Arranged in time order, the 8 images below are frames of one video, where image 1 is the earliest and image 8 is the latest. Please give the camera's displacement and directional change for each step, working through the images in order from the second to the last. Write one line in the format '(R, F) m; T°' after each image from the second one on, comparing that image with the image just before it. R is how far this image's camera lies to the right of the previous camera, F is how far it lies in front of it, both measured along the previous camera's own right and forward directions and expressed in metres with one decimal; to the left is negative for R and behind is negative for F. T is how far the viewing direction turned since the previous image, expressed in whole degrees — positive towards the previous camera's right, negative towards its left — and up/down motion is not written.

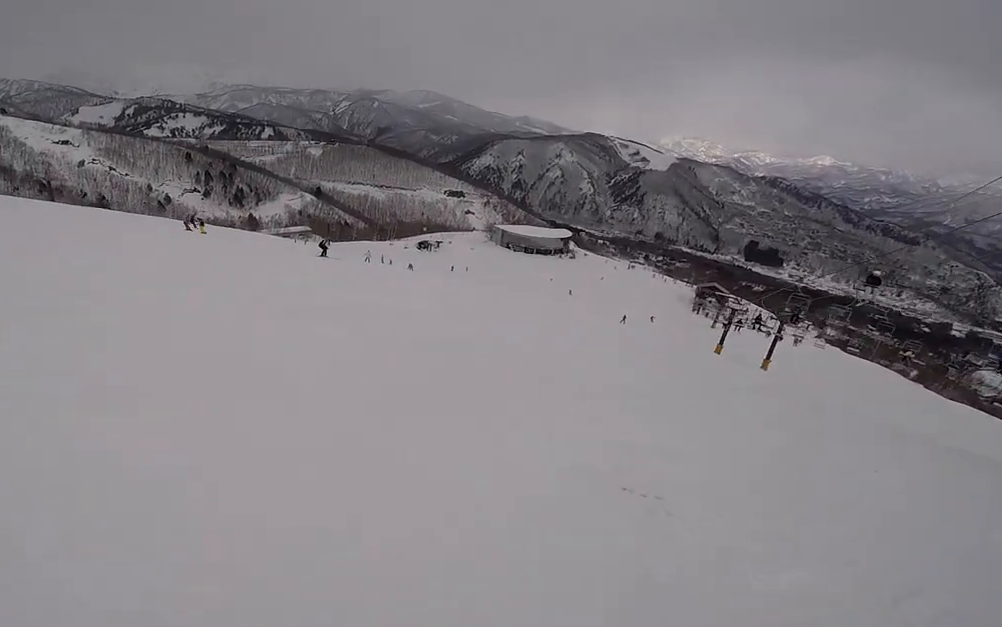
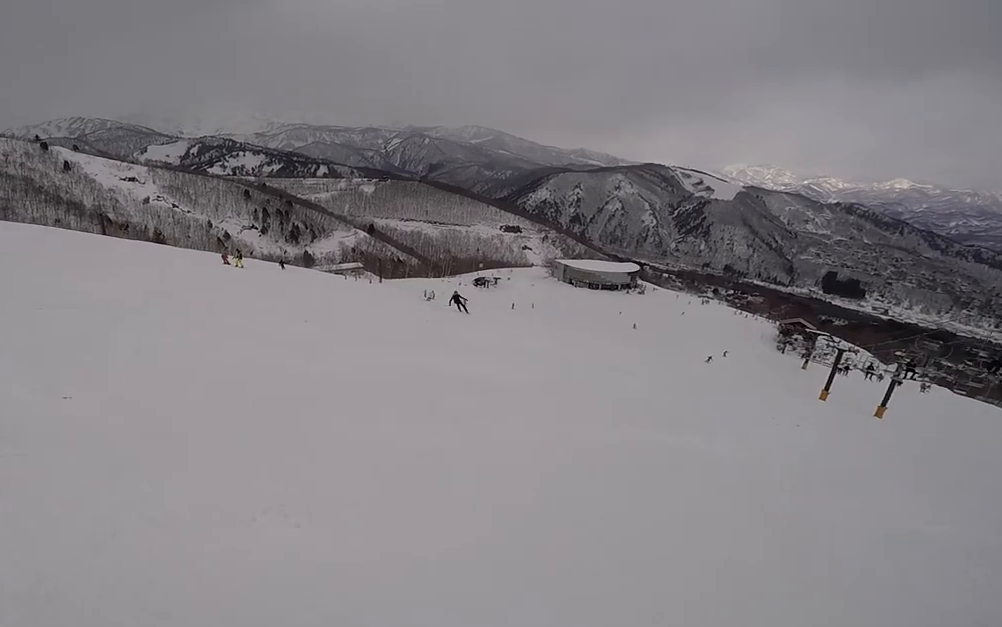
(-1.3, +4.1) m; -17°
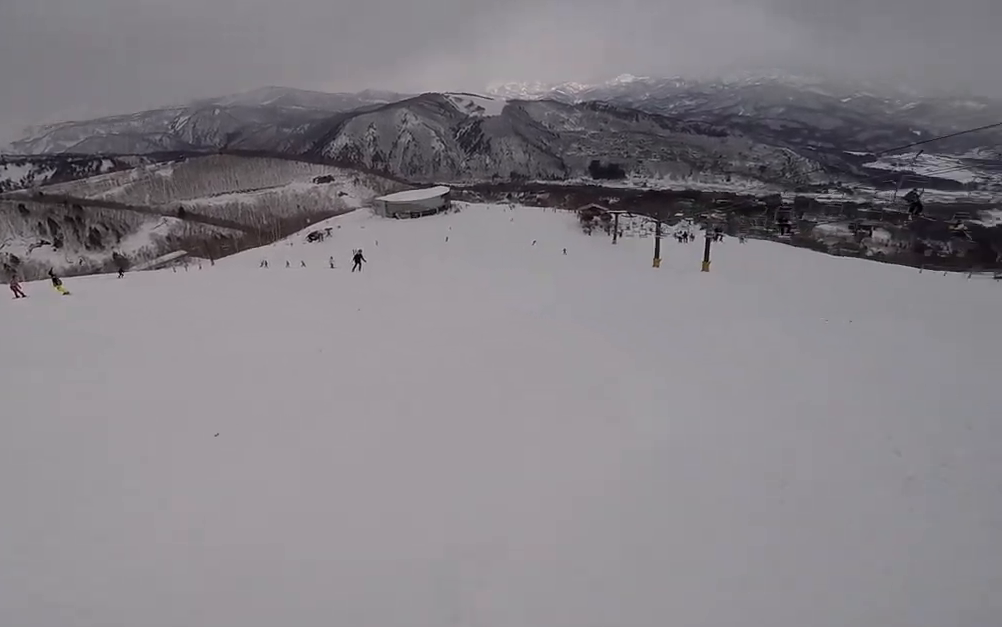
(+0.1, +5.5) m; +14°
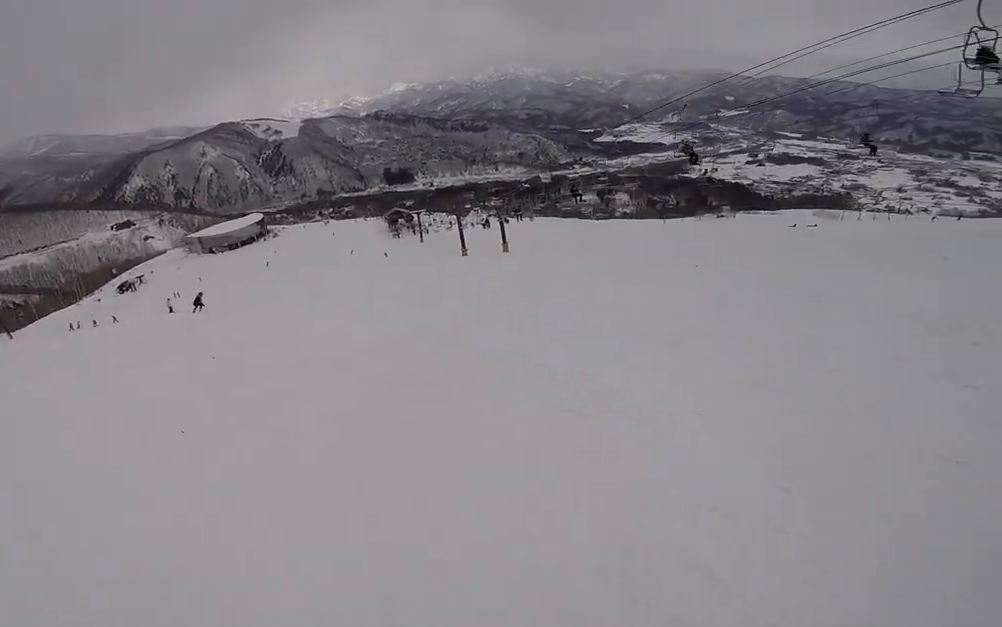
(-0.2, +1.6) m; +12°
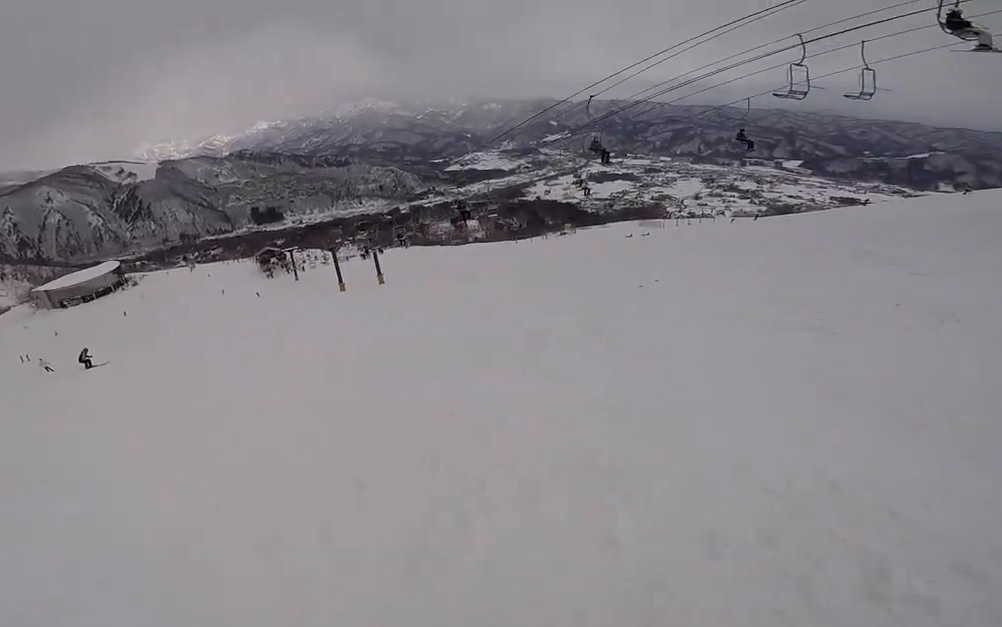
(+0.8, +2.8) m; +26°
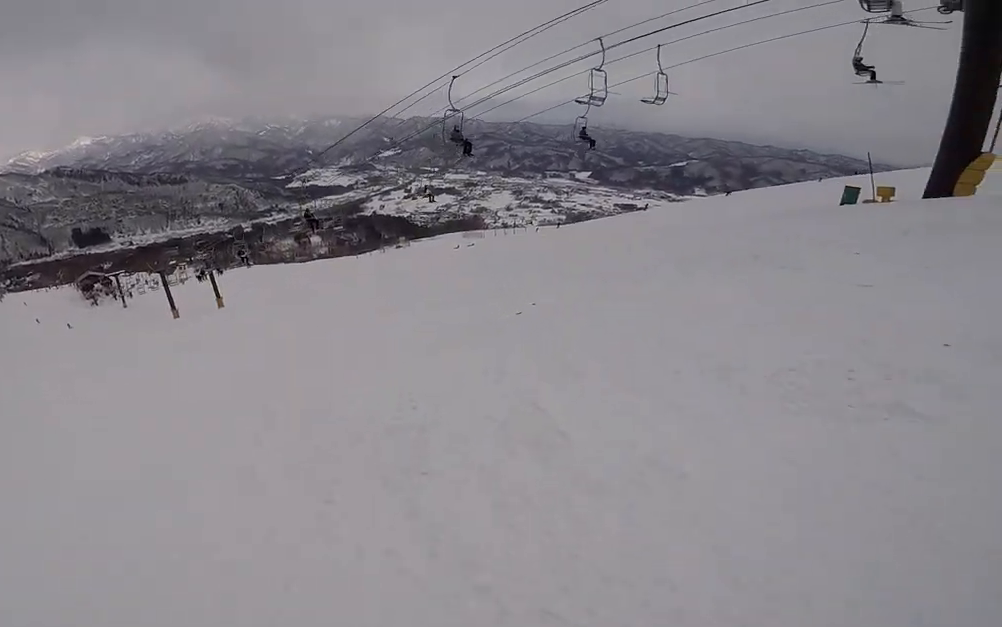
(+0.5, +2.6) m; +20°
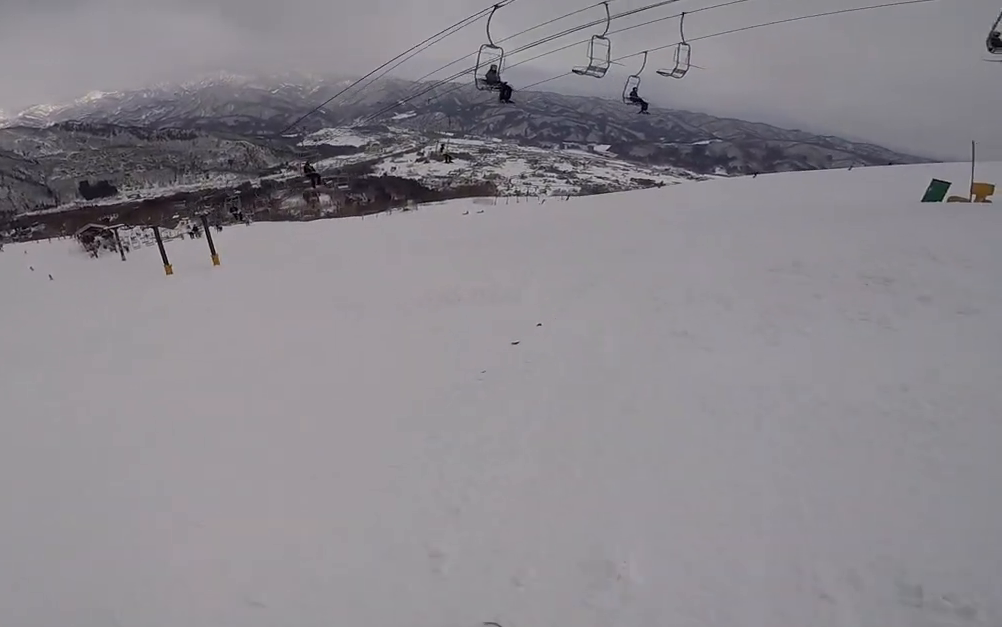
(+0.5, +2.5) m; +12°
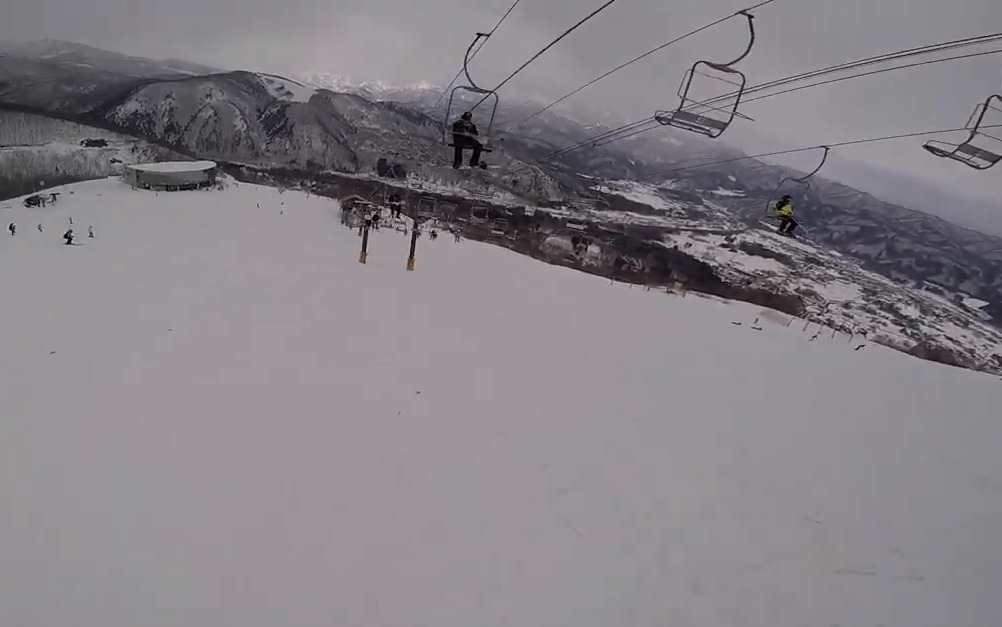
(+2.2, +9.8) m; -16°
